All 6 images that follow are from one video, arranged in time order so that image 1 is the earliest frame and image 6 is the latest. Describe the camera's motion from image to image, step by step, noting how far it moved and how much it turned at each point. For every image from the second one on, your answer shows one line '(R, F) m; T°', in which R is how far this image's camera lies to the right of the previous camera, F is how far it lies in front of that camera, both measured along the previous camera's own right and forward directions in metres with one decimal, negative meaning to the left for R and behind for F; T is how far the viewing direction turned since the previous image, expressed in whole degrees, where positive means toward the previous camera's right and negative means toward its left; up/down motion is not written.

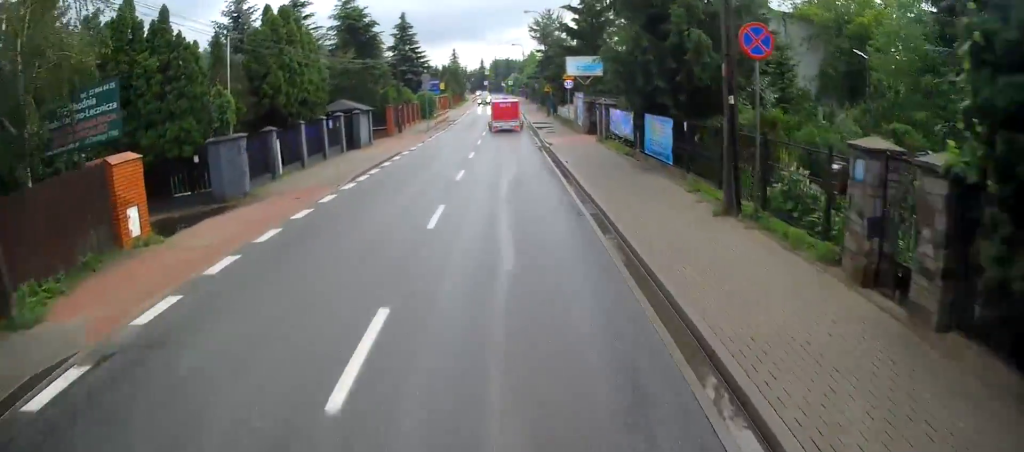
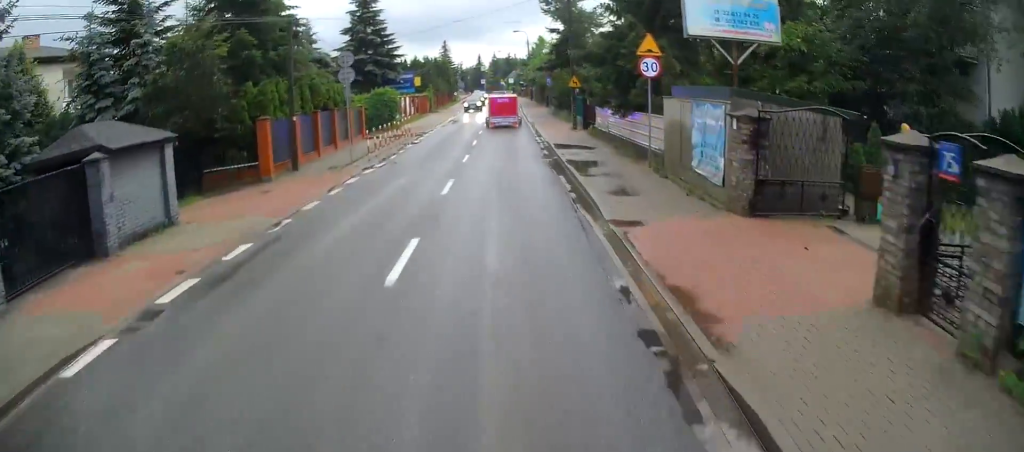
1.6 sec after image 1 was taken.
(+0.3, +21.6) m; 0°
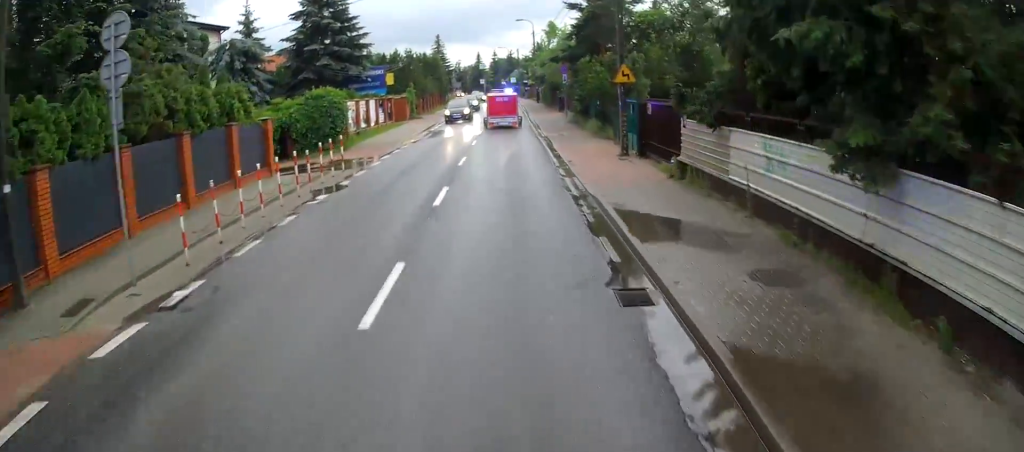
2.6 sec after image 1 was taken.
(-0.3, +13.7) m; -1°
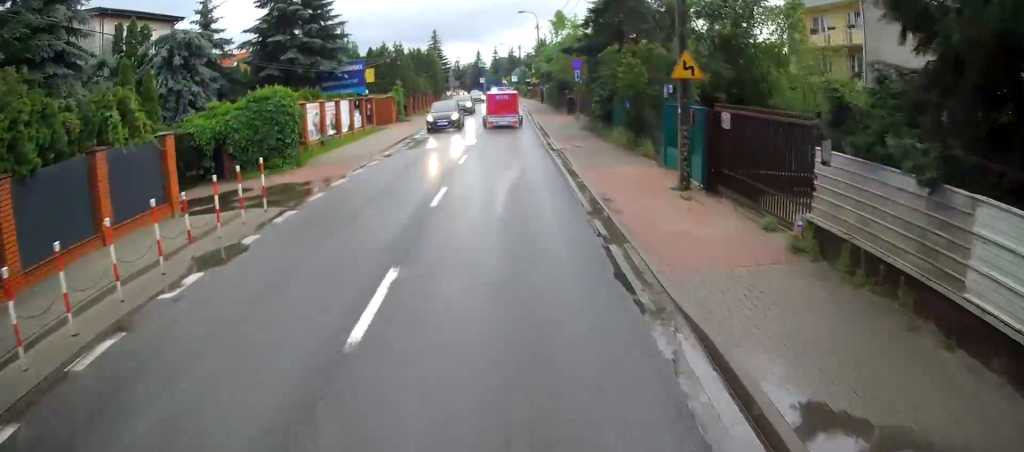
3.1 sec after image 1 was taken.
(0.0, +6.4) m; 0°
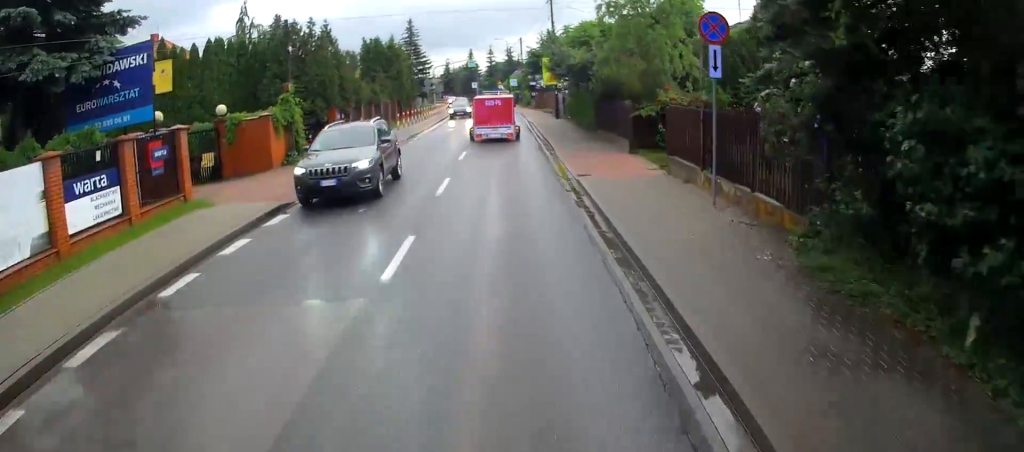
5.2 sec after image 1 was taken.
(-0.2, +23.2) m; 0°
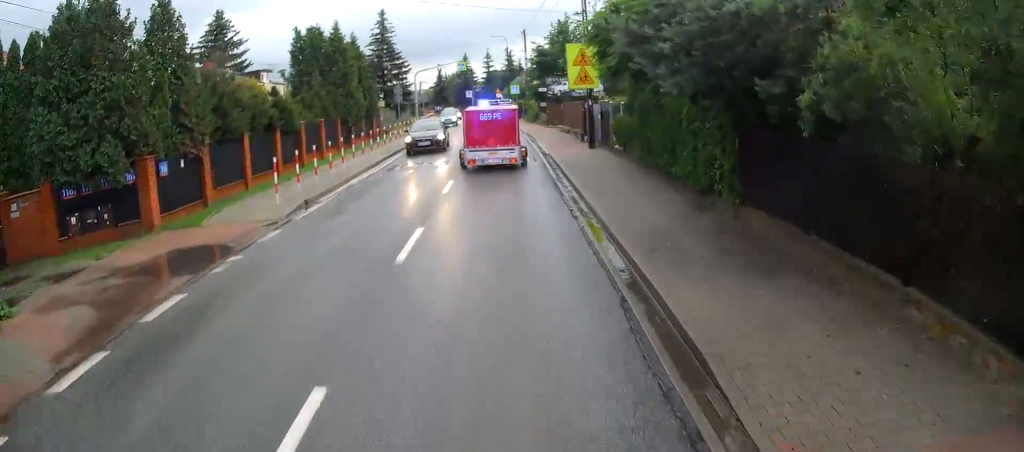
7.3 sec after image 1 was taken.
(+0.6, +19.5) m; +2°
